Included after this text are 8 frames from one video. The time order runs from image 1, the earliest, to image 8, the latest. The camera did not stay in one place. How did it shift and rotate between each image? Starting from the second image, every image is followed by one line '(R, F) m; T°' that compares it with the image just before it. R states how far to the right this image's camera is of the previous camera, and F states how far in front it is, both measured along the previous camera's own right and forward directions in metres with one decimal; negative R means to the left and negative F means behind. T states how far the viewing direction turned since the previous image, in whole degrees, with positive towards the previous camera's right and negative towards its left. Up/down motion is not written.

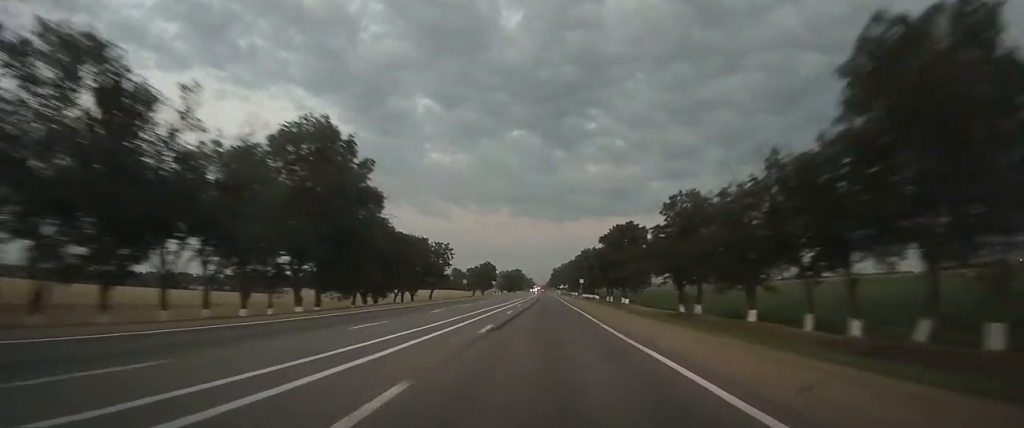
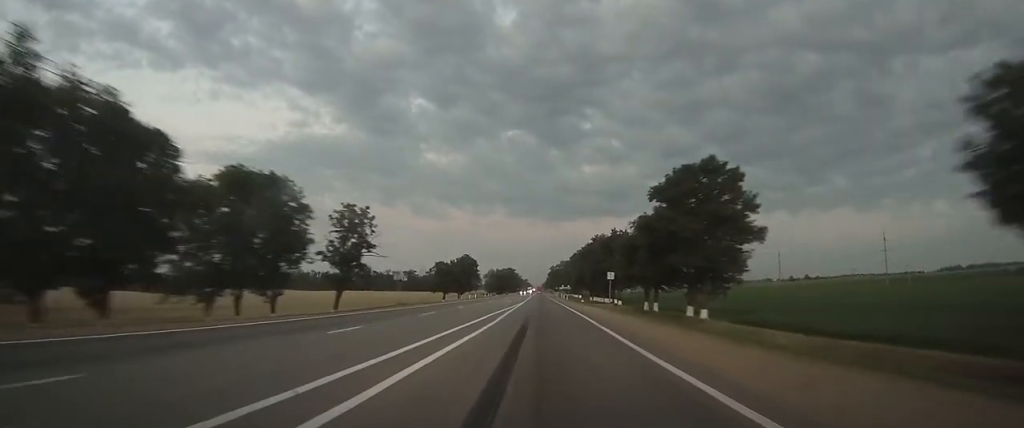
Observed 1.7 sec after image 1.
(+0.1, +49.5) m; 0°
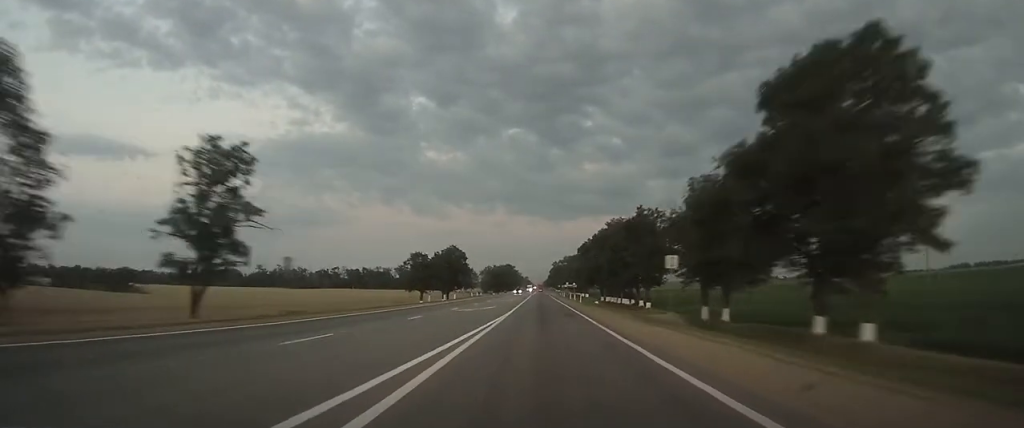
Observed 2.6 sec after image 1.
(+0.1, +26.7) m; 0°
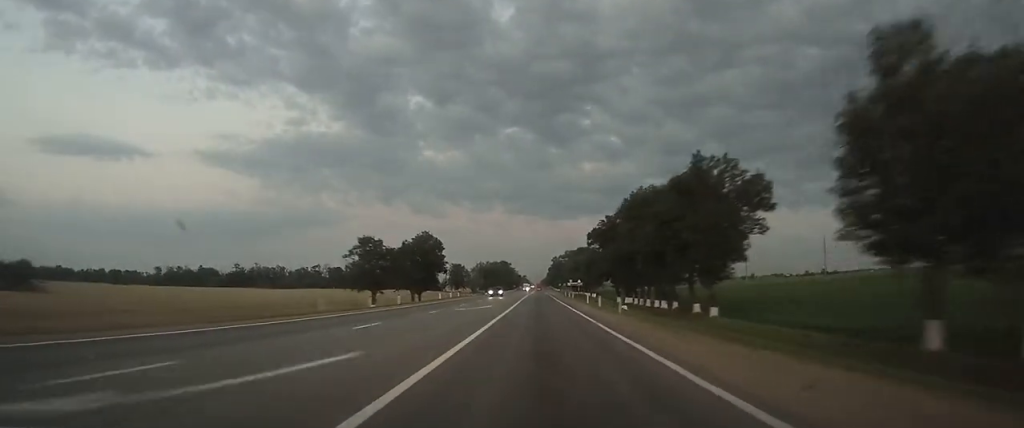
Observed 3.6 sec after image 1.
(0.0, +30.6) m; 0°
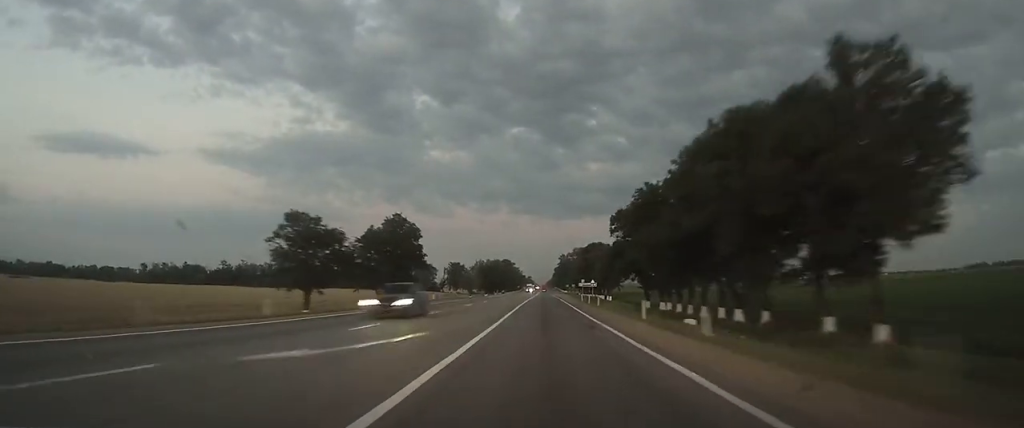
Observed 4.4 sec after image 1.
(0.0, +24.7) m; 0°
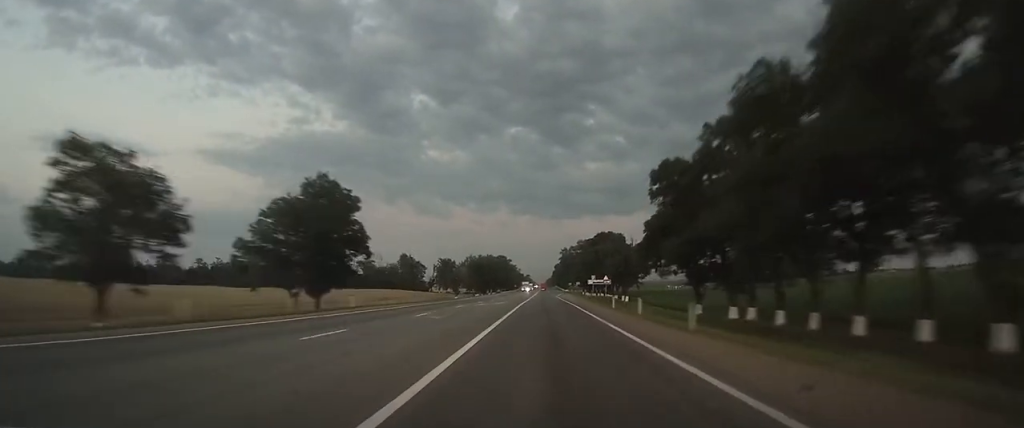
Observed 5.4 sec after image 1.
(+0.1, +27.7) m; 0°
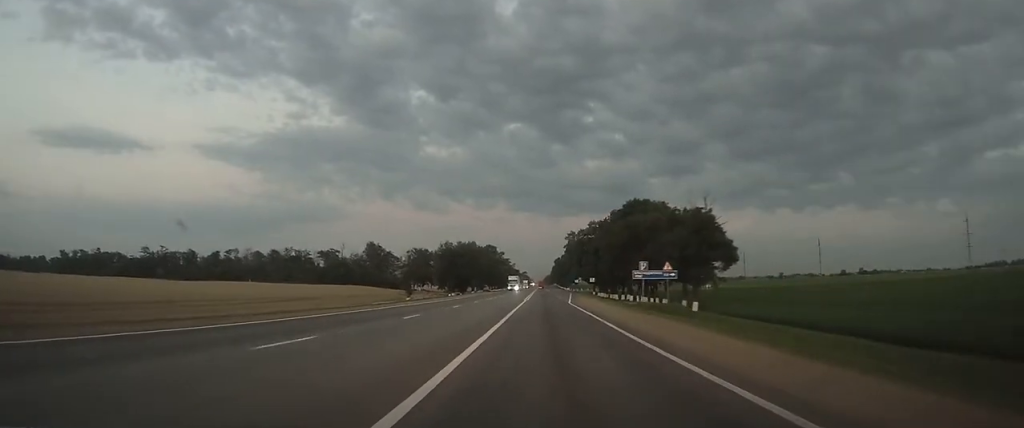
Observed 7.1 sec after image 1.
(+0.4, +50.4) m; +1°
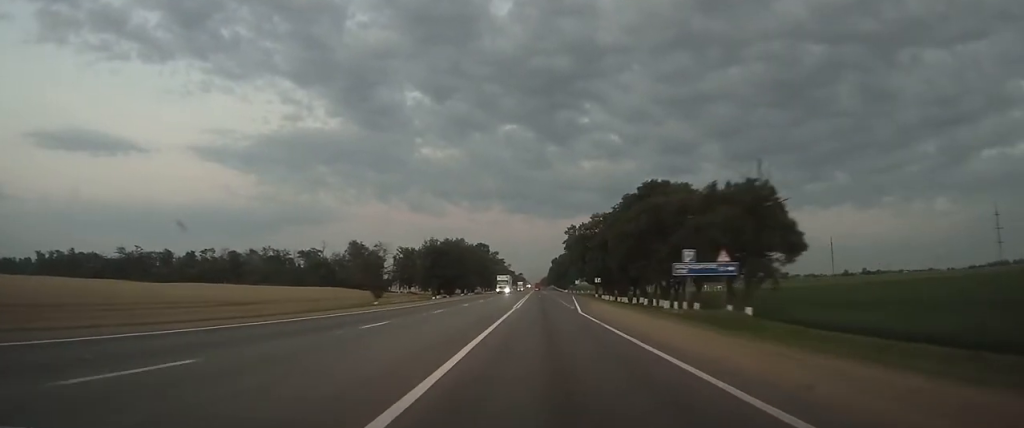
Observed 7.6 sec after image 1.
(0.0, +16.8) m; 0°
